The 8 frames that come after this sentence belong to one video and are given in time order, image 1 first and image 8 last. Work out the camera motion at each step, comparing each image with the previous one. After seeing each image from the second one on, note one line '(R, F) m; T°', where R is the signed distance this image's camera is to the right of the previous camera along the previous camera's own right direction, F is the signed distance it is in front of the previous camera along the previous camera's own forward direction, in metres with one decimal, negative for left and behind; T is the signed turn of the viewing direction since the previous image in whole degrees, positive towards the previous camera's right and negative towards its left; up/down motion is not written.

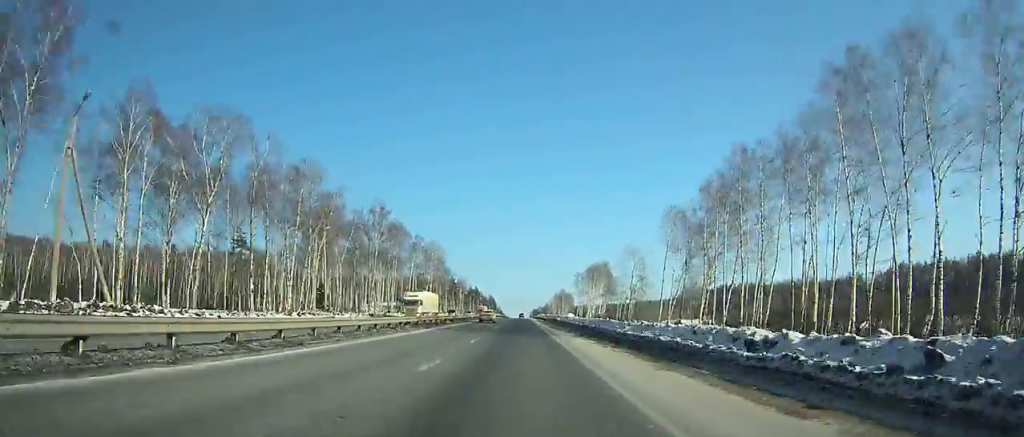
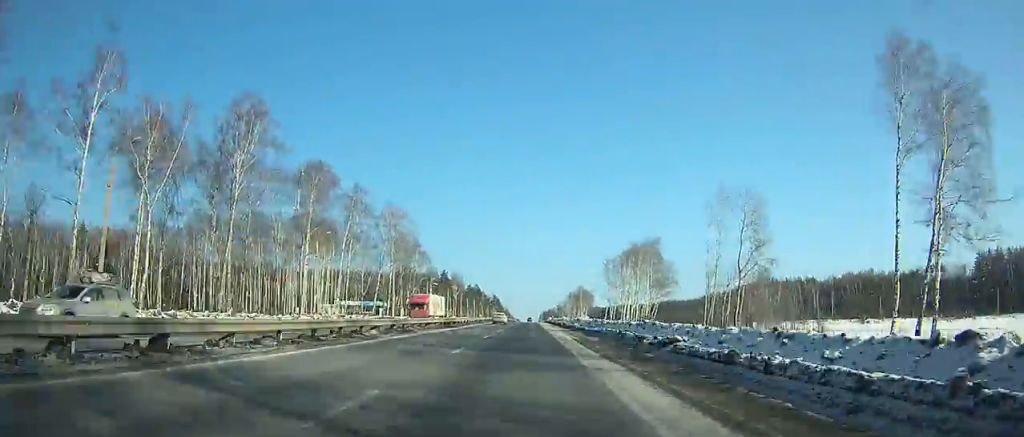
(-0.4, +67.6) m; -1°
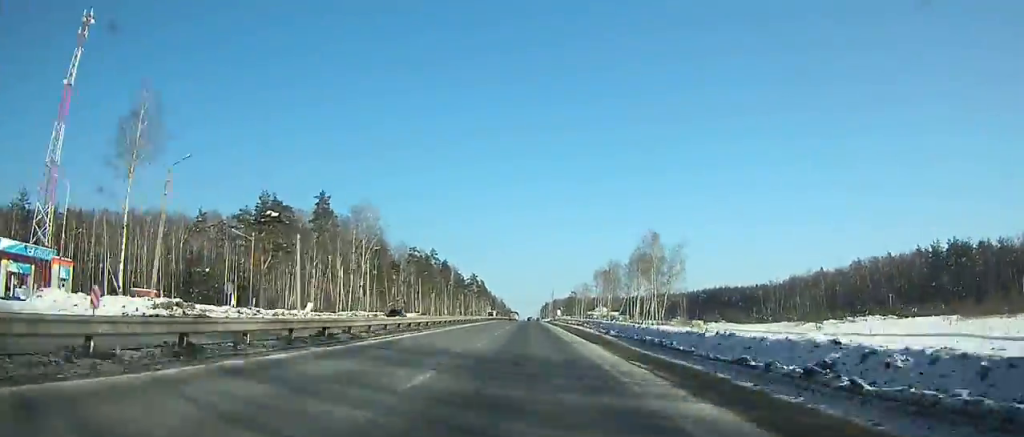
(-0.9, +168.1) m; 0°
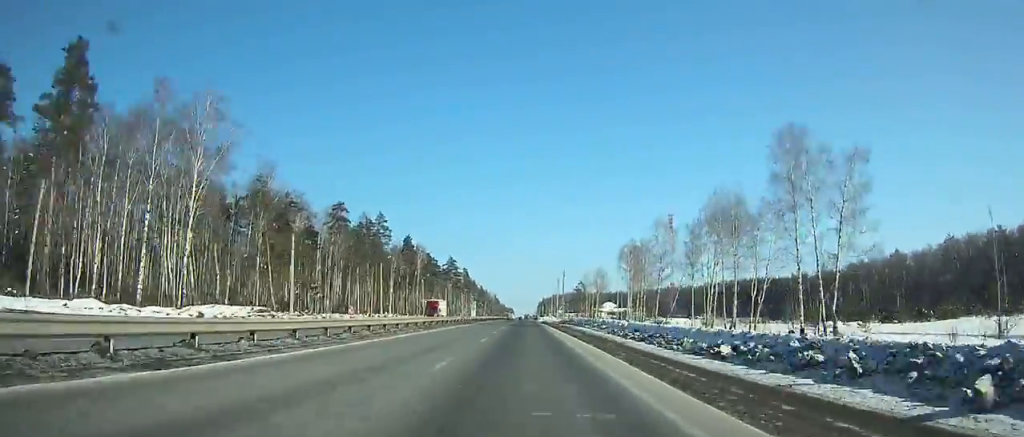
(-0.1, +69.4) m; 0°
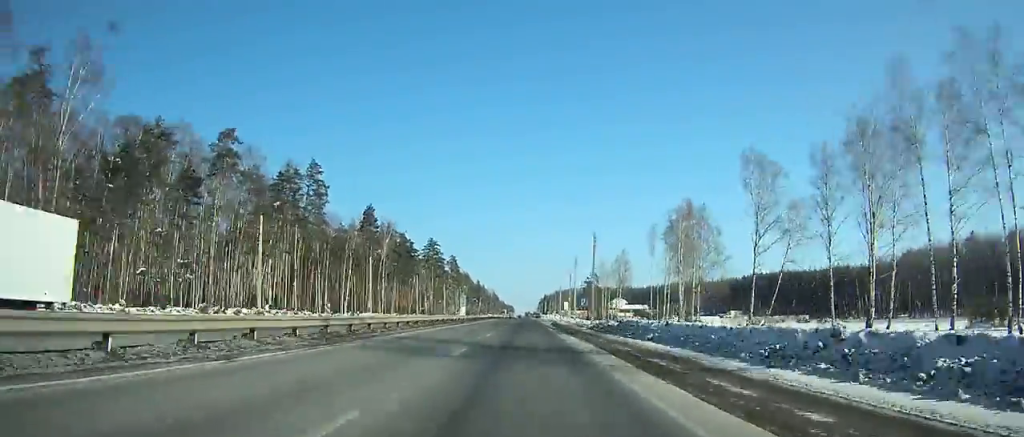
(0.0, +45.2) m; 0°
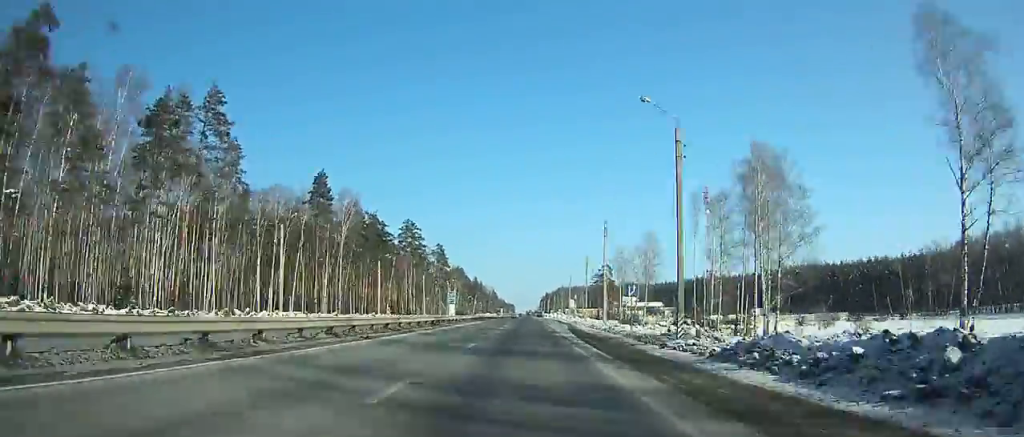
(0.0, +32.9) m; 0°
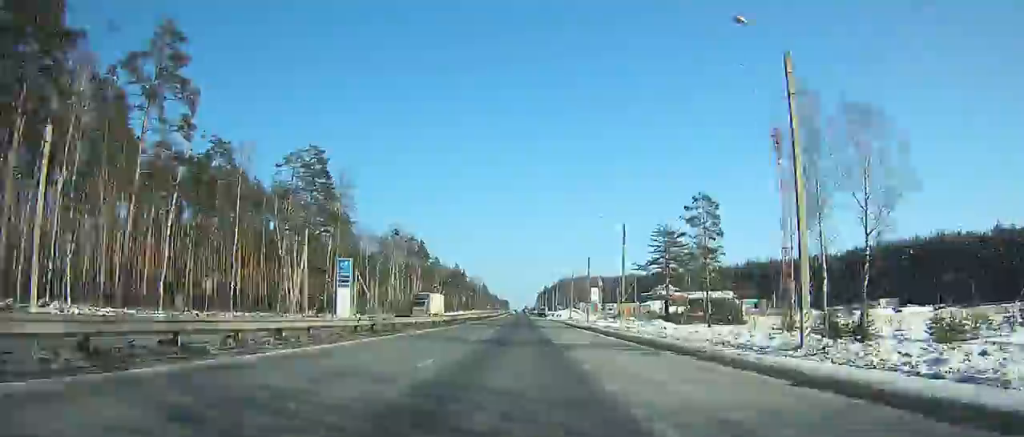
(-0.2, +104.7) m; 0°
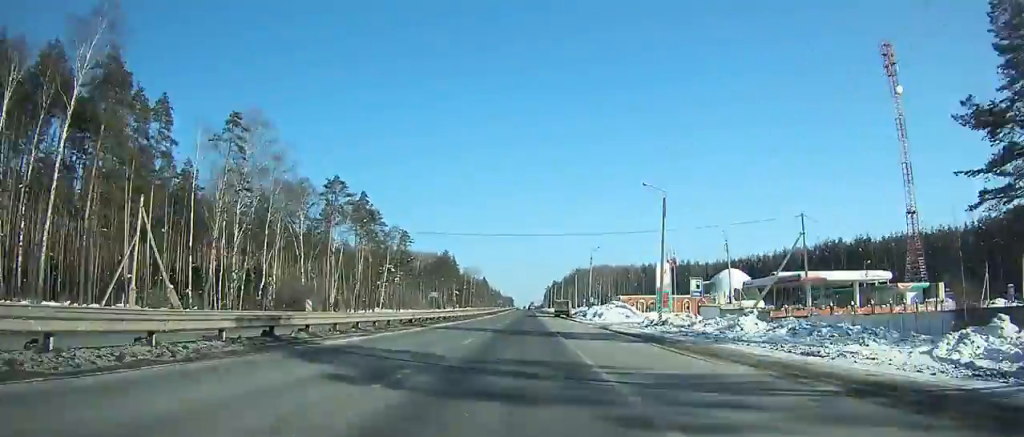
(+0.1, +76.9) m; 0°
